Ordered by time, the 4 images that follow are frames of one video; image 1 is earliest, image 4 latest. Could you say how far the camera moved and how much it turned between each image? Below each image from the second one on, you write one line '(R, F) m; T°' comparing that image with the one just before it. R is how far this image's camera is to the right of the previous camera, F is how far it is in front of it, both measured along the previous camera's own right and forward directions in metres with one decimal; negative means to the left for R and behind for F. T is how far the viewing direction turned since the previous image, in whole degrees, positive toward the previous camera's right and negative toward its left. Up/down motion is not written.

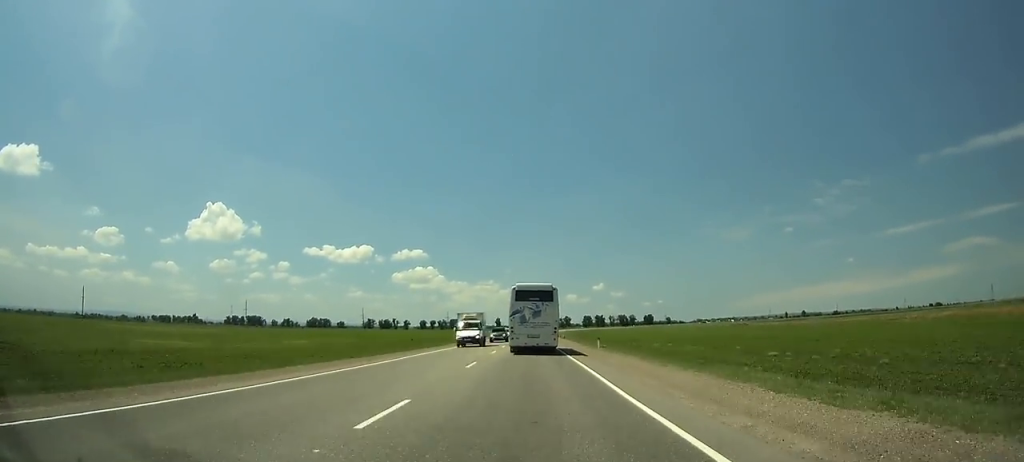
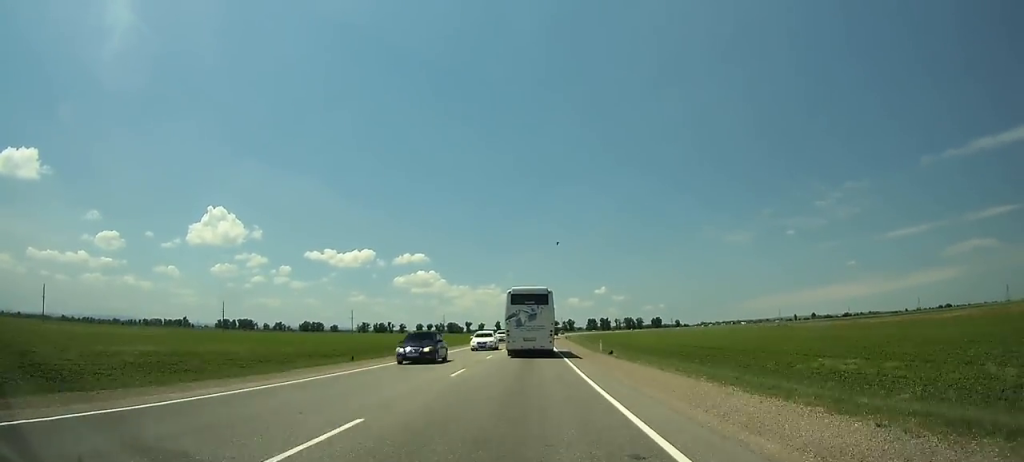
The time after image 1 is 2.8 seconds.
(+0.1, +49.3) m; +1°
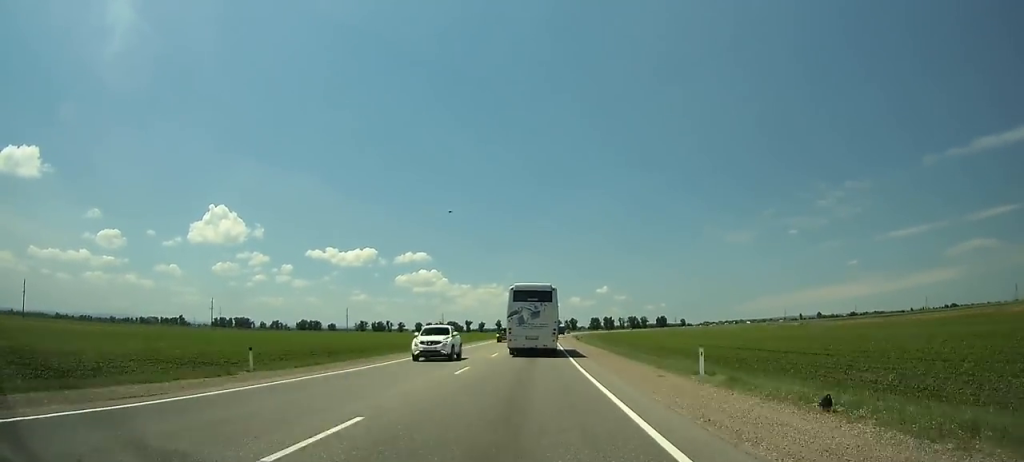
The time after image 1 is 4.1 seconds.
(+0.3, +23.2) m; 0°
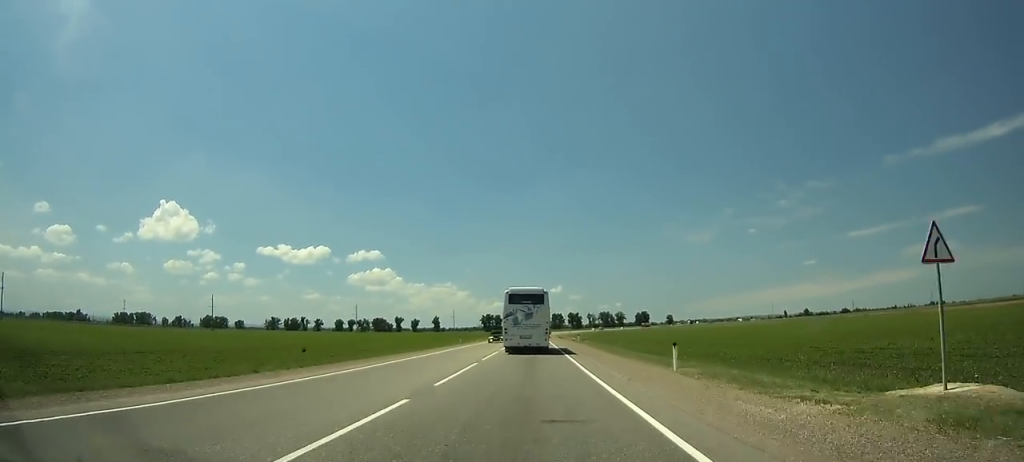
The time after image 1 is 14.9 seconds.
(+4.2, +198.1) m; +3°
